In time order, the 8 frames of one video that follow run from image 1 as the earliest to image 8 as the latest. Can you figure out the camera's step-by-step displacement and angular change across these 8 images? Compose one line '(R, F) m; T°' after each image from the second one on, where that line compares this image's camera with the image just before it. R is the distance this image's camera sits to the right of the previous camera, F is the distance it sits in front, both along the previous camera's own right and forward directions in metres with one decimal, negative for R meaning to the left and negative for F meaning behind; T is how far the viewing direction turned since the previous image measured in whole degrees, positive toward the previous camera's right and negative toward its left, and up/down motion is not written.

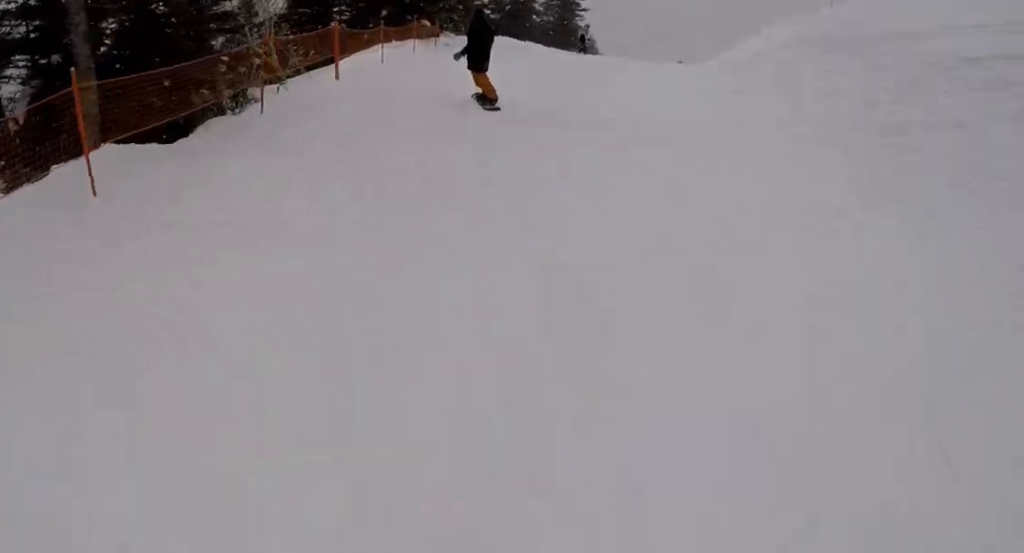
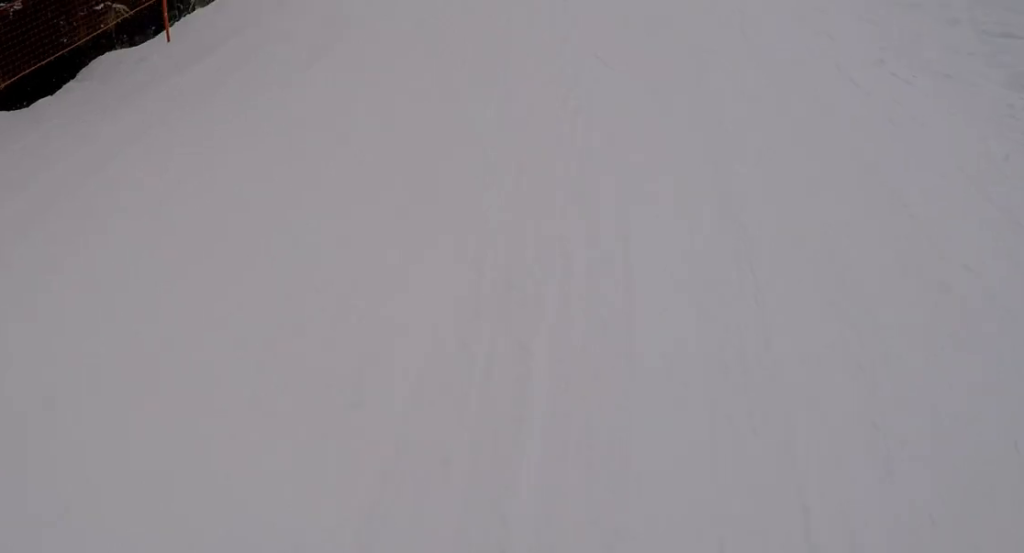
(-0.2, +2.8) m; -2°
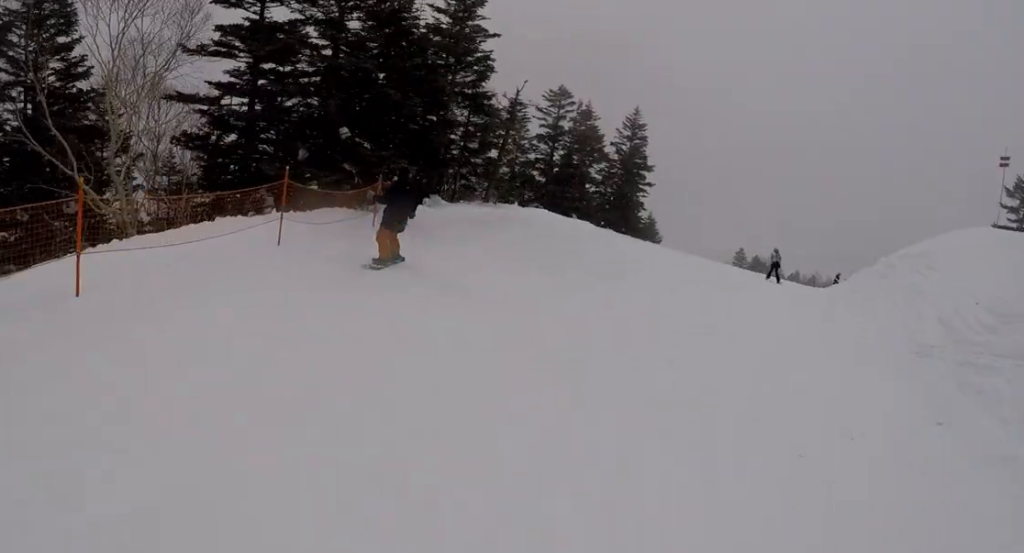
(+1.6, +9.6) m; +10°
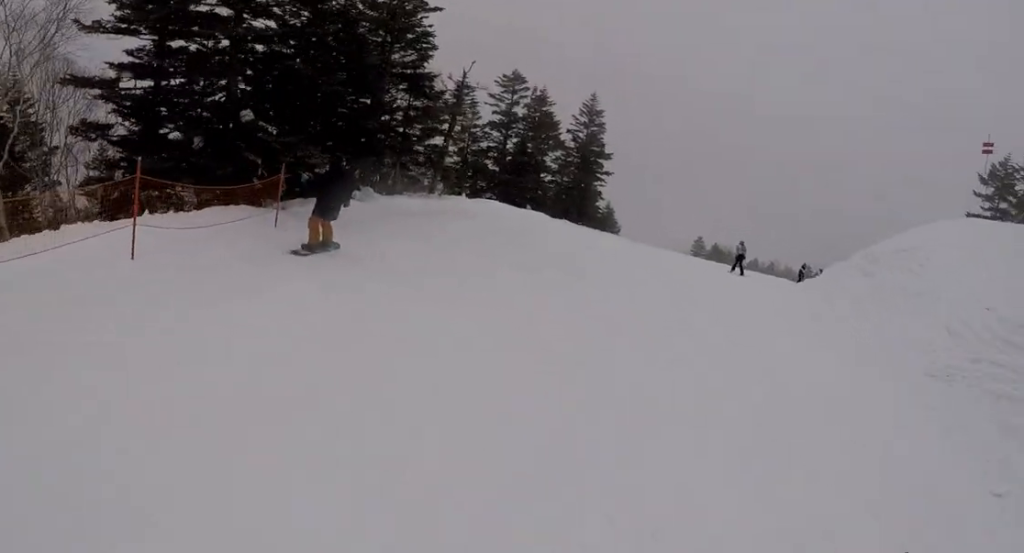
(-0.6, +2.2) m; 0°
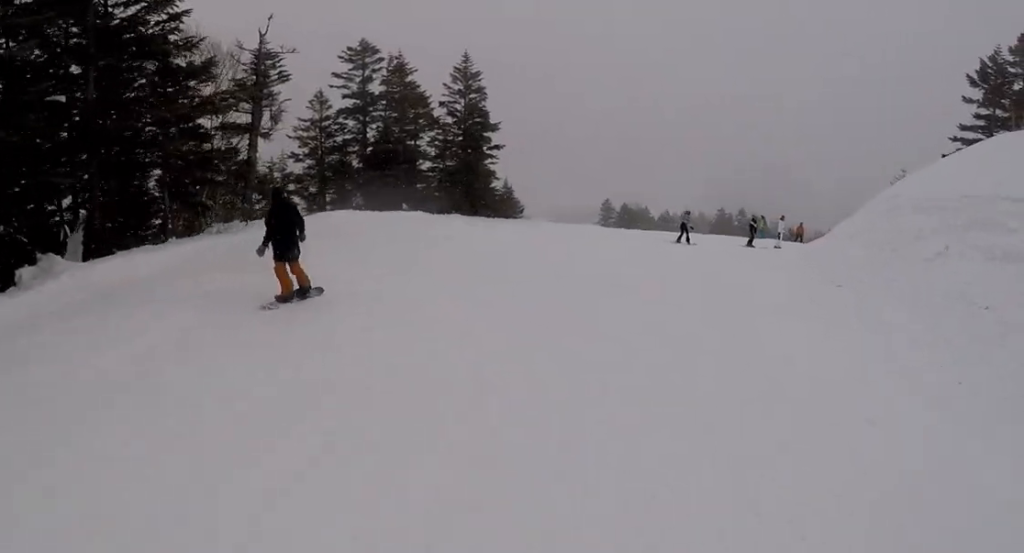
(+0.6, +8.7) m; +6°
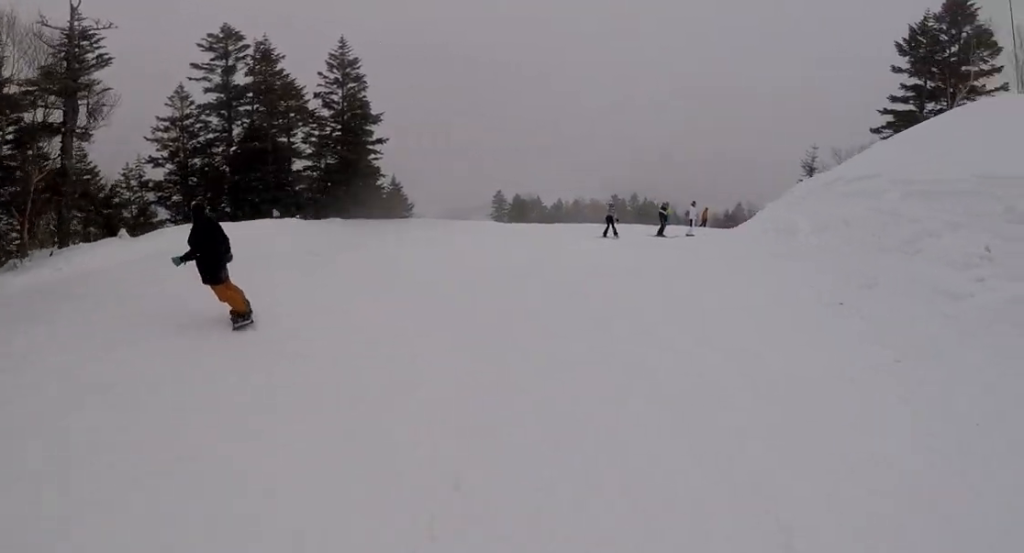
(-0.9, +3.5) m; +7°
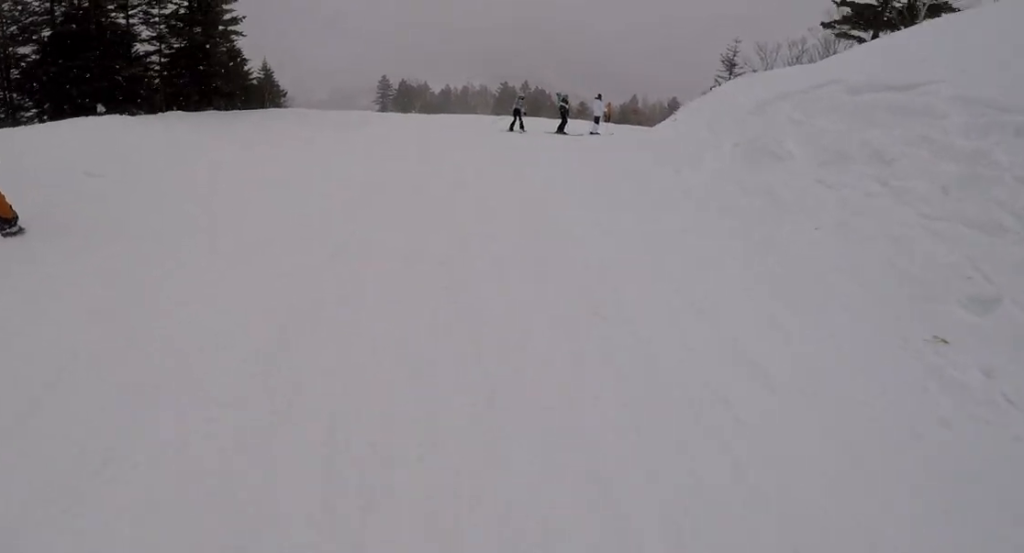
(+1.4, +3.8) m; +8°
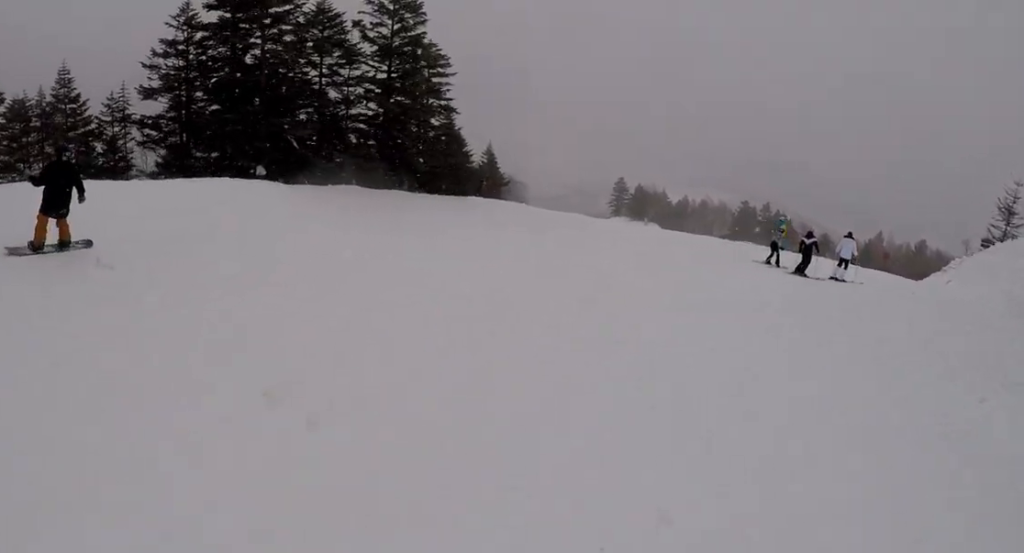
(-0.1, +4.6) m; -9°
